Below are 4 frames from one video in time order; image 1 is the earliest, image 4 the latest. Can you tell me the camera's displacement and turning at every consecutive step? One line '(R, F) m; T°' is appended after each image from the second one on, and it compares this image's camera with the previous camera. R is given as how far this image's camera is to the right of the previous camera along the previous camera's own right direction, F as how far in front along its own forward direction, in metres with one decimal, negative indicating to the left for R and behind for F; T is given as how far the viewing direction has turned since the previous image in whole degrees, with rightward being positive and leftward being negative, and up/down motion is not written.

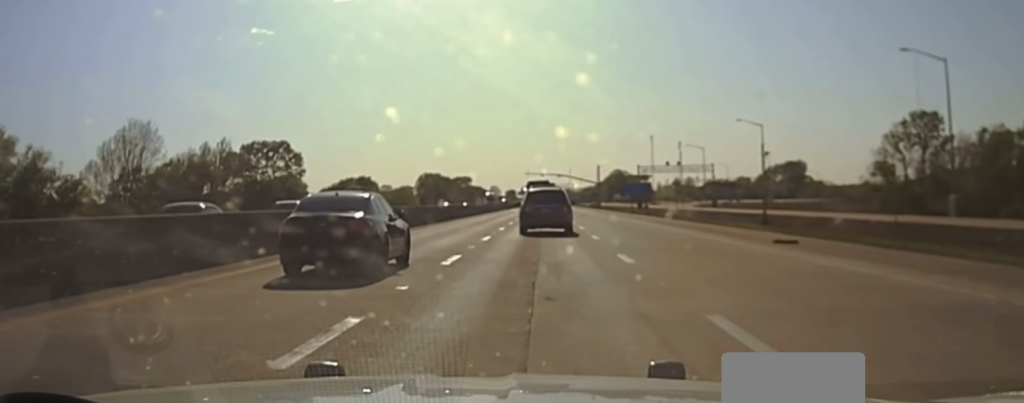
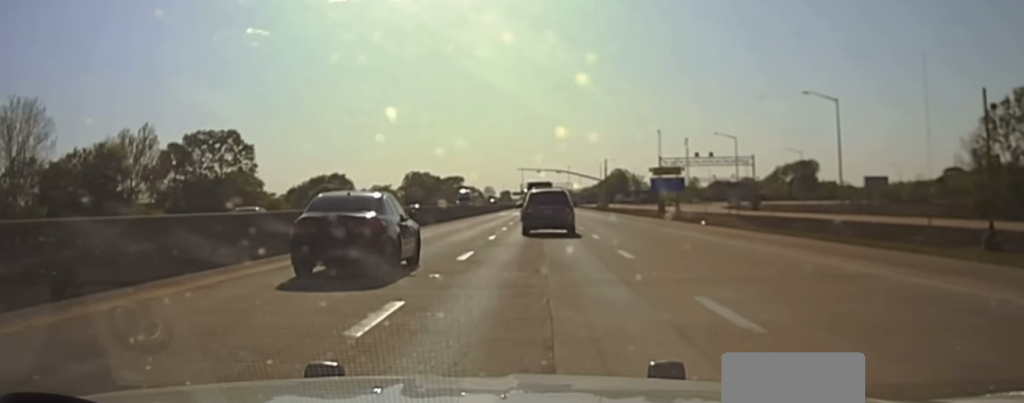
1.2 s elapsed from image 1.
(-0.2, +34.3) m; +1°
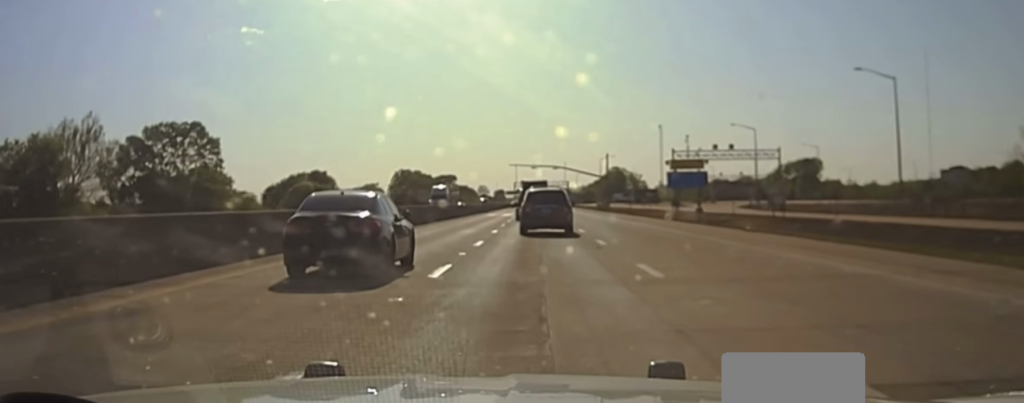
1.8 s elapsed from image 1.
(+0.4, +17.1) m; +1°
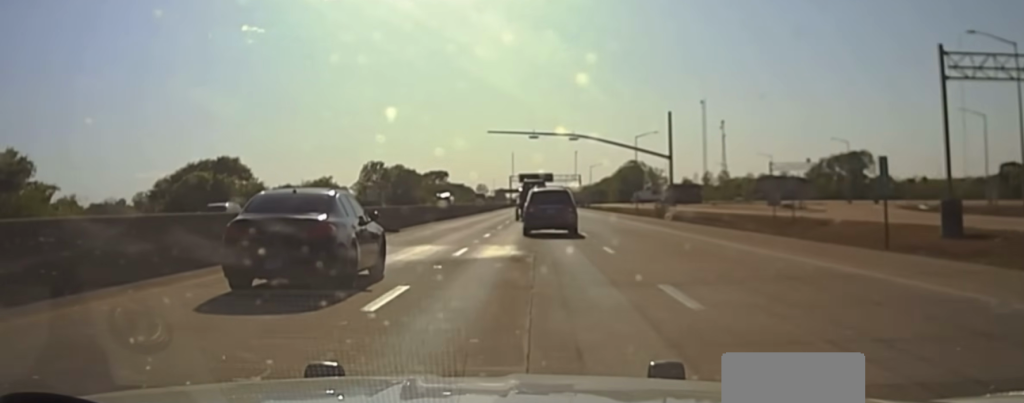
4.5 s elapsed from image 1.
(-0.9, +77.0) m; -2°
